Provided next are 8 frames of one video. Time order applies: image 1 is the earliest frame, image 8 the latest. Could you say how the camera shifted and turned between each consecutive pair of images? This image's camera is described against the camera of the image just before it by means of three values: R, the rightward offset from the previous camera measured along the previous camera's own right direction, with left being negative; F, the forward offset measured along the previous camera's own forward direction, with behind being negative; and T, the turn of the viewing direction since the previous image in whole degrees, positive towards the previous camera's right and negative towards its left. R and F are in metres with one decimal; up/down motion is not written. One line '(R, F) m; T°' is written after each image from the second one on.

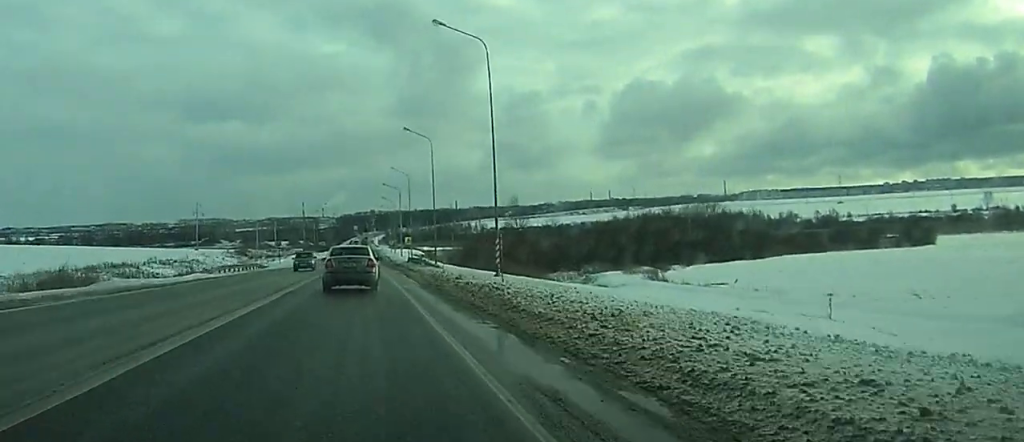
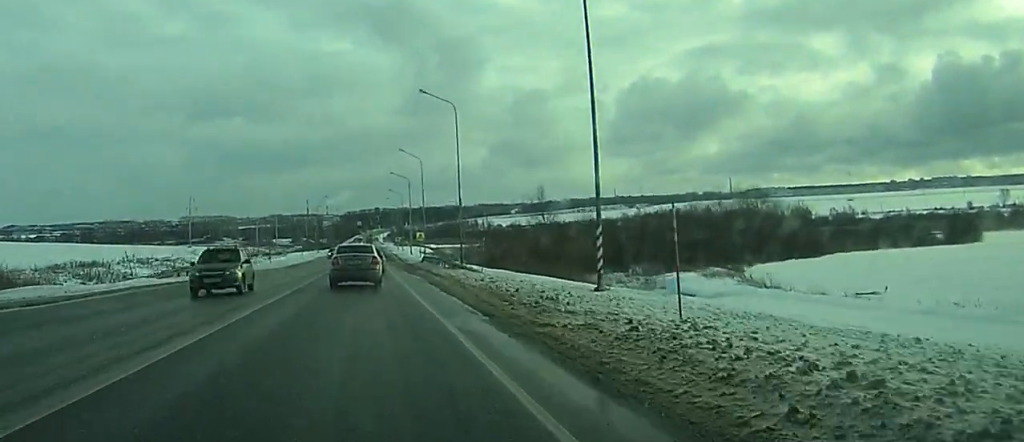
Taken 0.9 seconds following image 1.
(0.0, +16.0) m; 0°
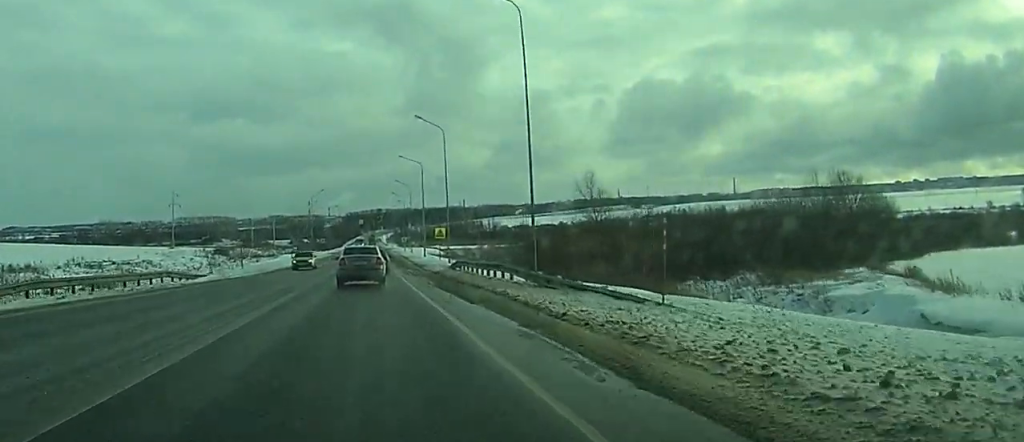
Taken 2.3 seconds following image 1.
(0.0, +23.2) m; +1°
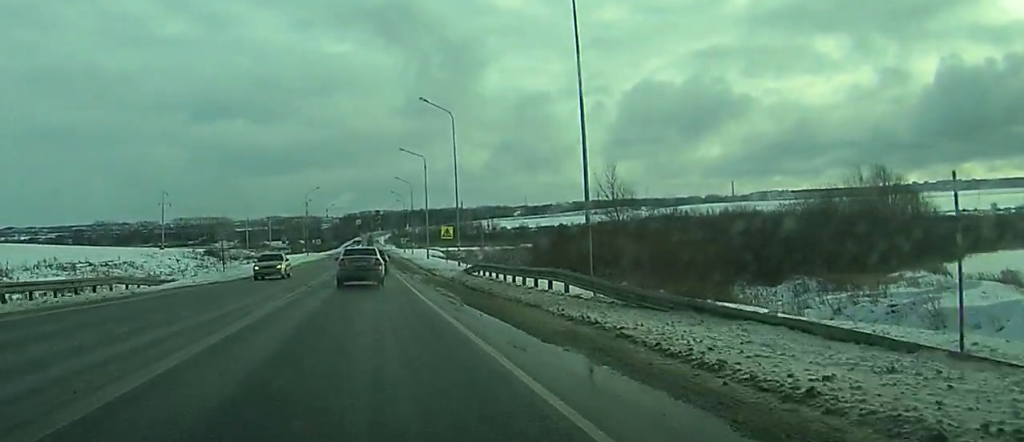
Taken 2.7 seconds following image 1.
(-0.2, +8.4) m; +6°
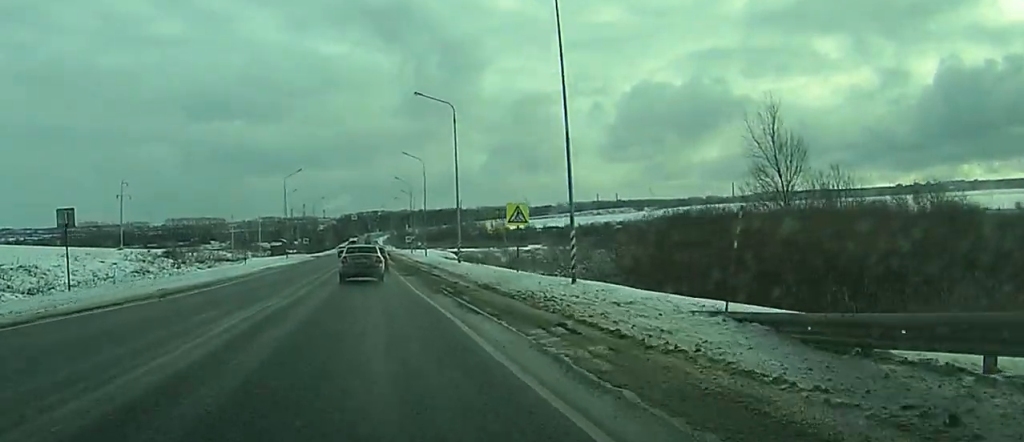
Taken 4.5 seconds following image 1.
(+1.8, +30.2) m; -10°
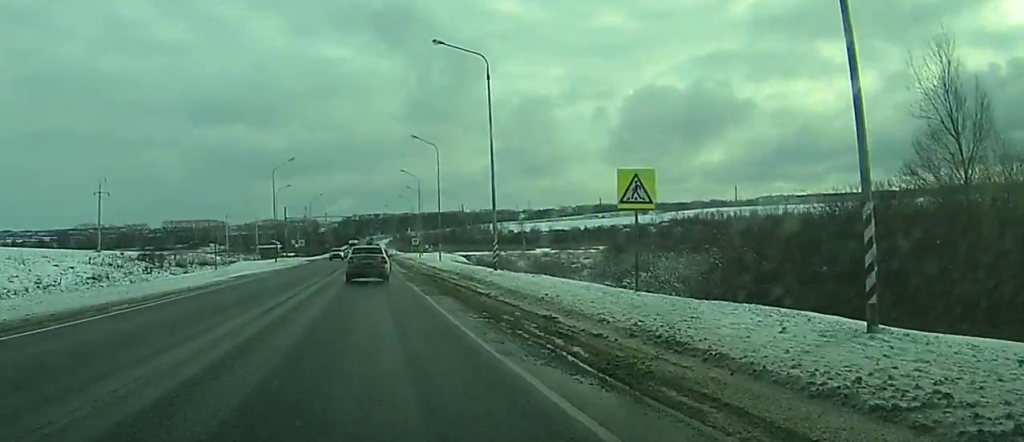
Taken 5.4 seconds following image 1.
(-3.8, +16.6) m; -7°
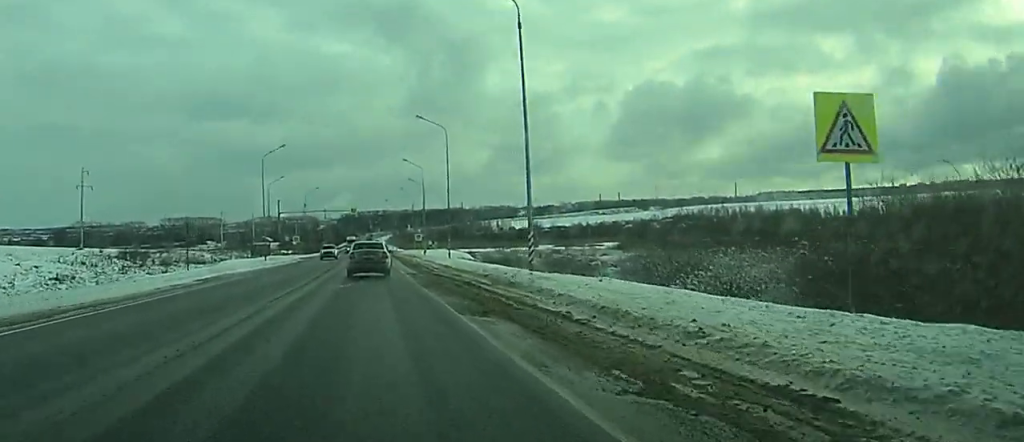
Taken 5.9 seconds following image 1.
(+1.0, +10.1) m; +5°
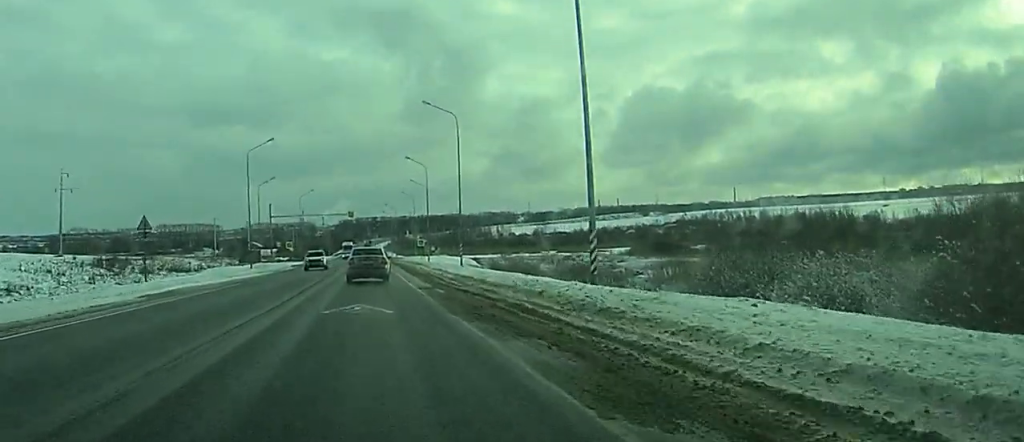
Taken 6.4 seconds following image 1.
(+0.4, +10.0) m; +3°
